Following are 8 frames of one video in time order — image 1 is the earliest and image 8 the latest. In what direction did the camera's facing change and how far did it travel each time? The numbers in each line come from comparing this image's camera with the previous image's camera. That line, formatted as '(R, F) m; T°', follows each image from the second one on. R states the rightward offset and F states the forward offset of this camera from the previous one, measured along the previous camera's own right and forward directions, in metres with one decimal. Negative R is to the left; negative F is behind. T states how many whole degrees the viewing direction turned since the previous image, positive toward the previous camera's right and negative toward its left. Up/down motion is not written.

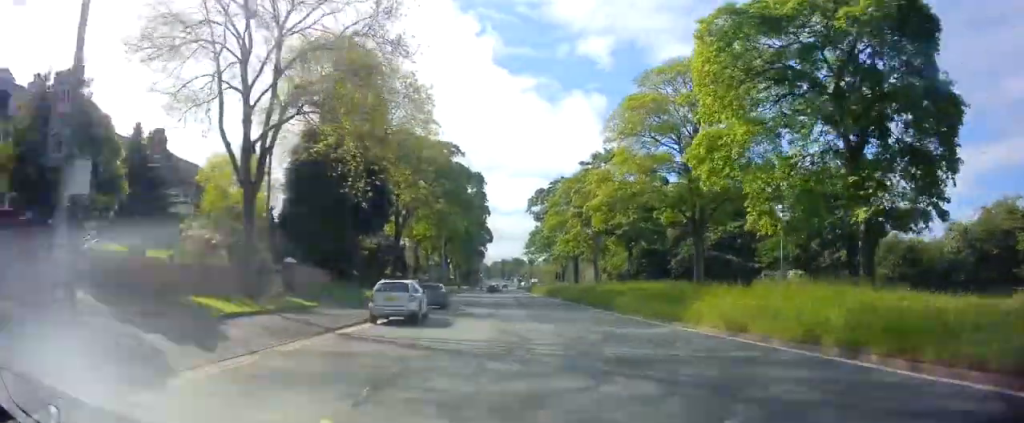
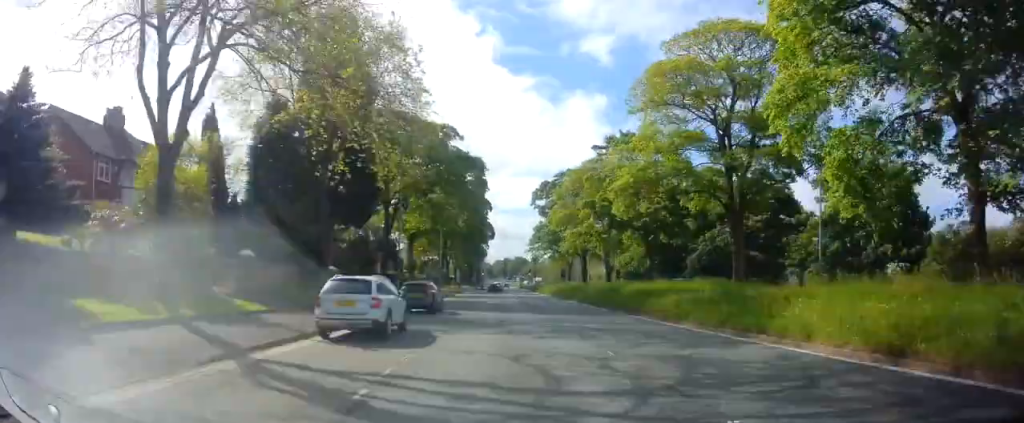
(0.0, +6.2) m; 0°
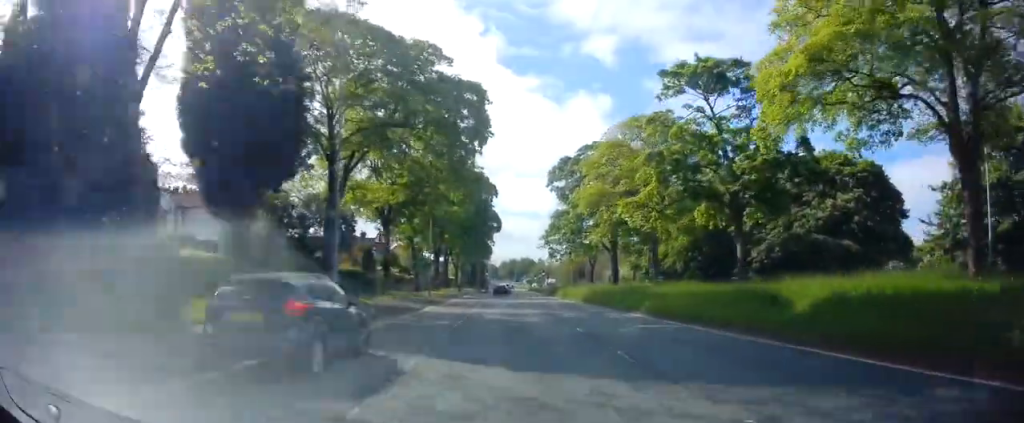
(-0.2, +18.4) m; -1°
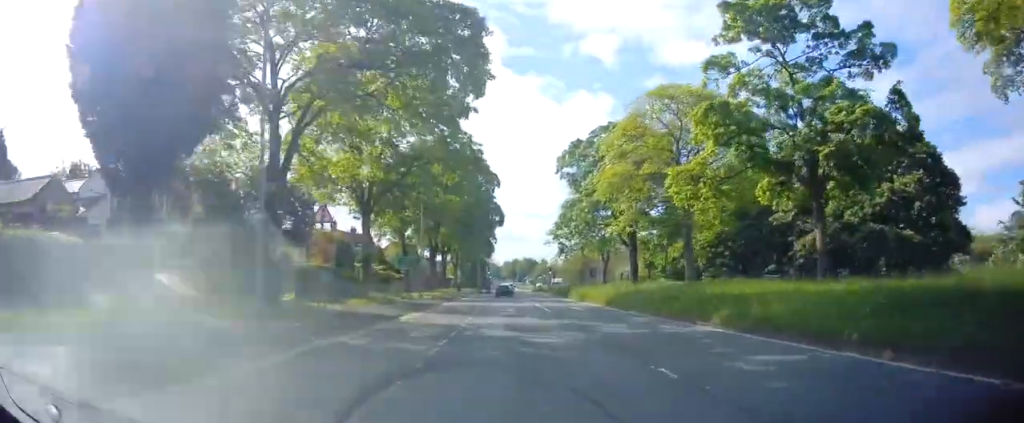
(+0.1, +9.0) m; 0°
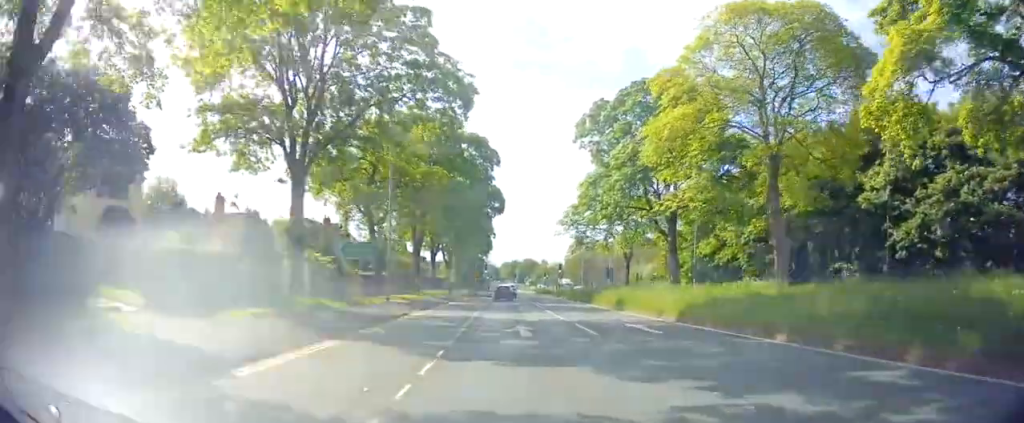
(-0.3, +14.5) m; -2°
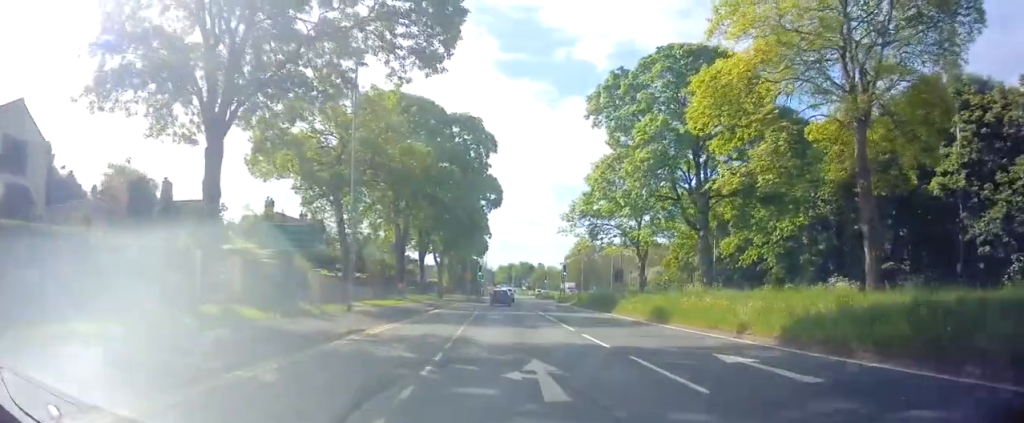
(-0.1, +8.2) m; +1°
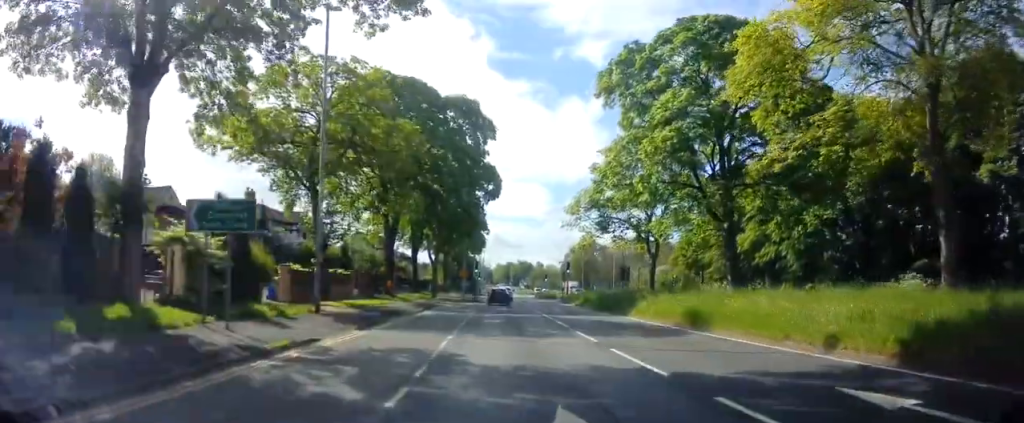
(+0.1, +4.4) m; +1°
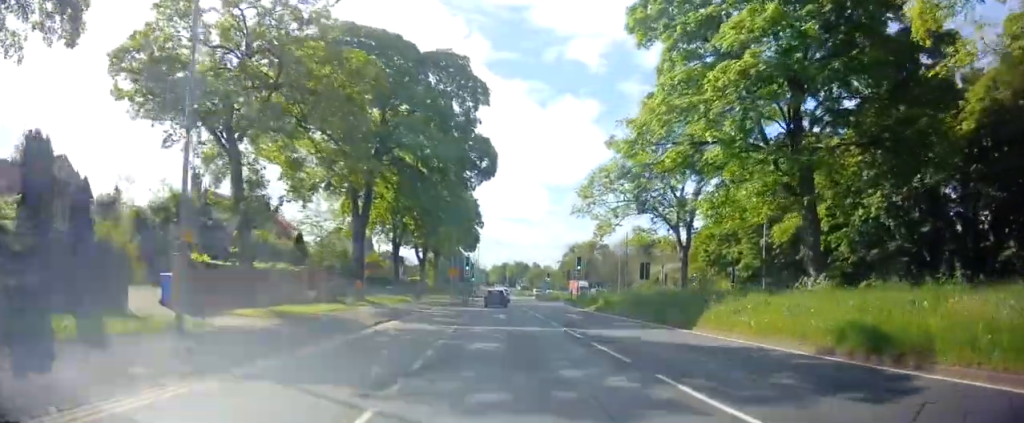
(+0.2, +9.5) m; +1°
